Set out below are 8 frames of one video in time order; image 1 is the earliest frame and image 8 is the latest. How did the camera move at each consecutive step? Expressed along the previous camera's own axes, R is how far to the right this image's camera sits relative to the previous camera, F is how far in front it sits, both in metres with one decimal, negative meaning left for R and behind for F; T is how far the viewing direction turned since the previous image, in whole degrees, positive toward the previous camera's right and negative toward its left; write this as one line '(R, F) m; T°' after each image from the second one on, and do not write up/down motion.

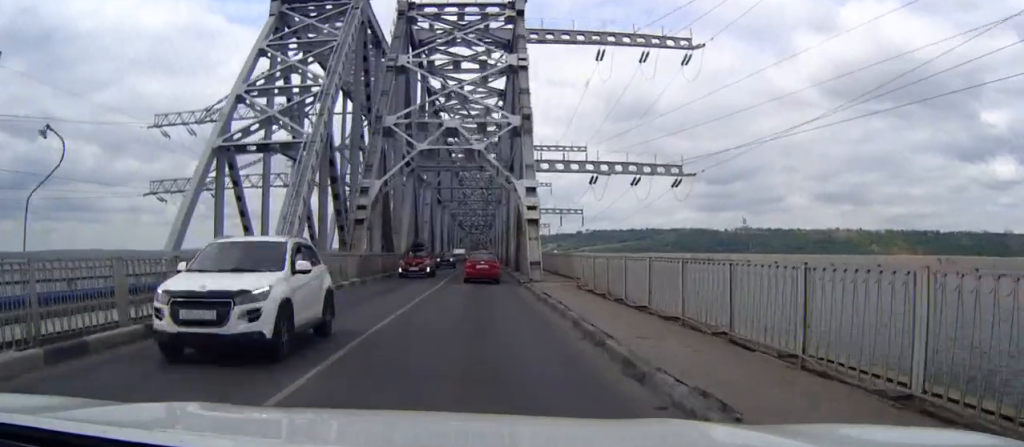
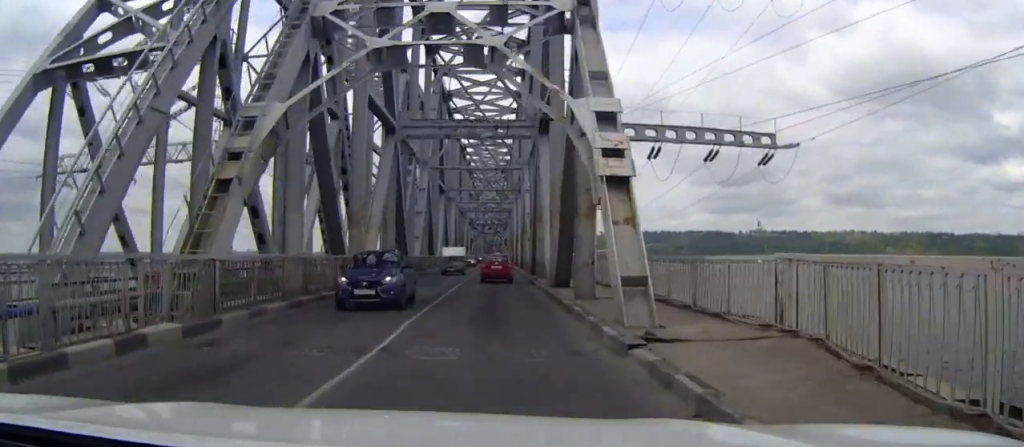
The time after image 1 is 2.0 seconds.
(-0.2, +20.8) m; -1°
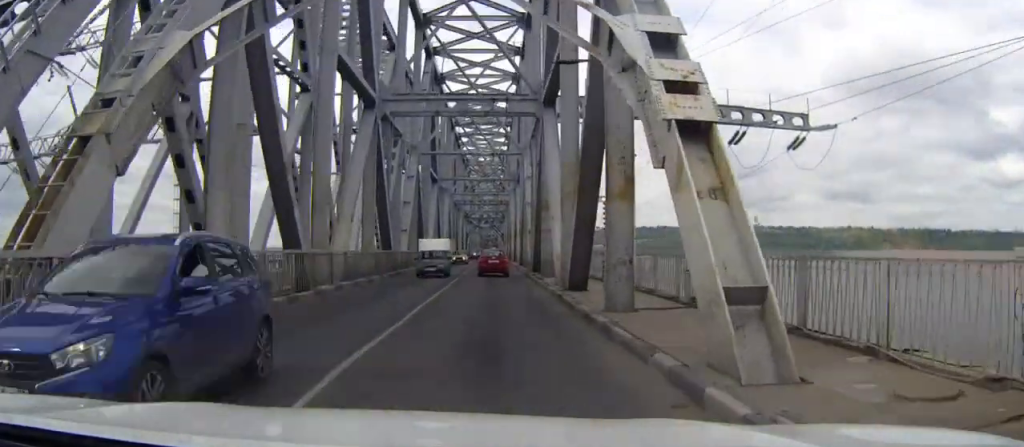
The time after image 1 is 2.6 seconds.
(0.0, +6.2) m; 0°
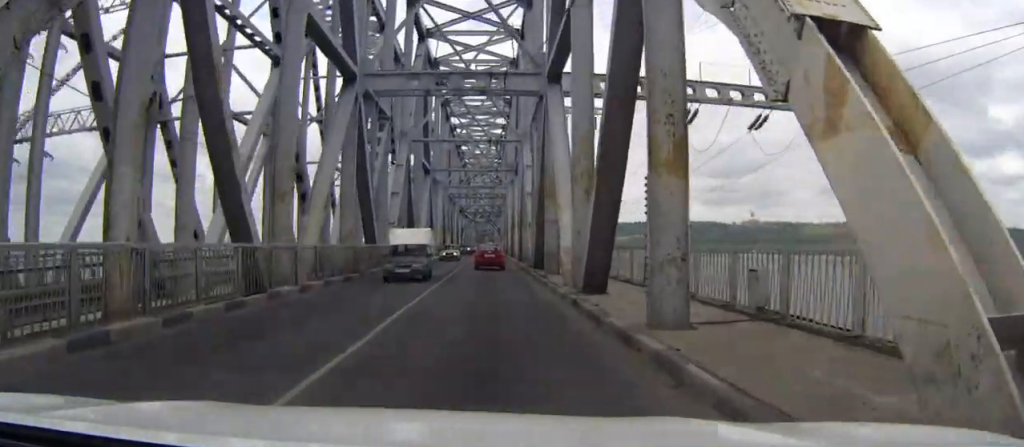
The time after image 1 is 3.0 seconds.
(0.0, +4.5) m; 0°
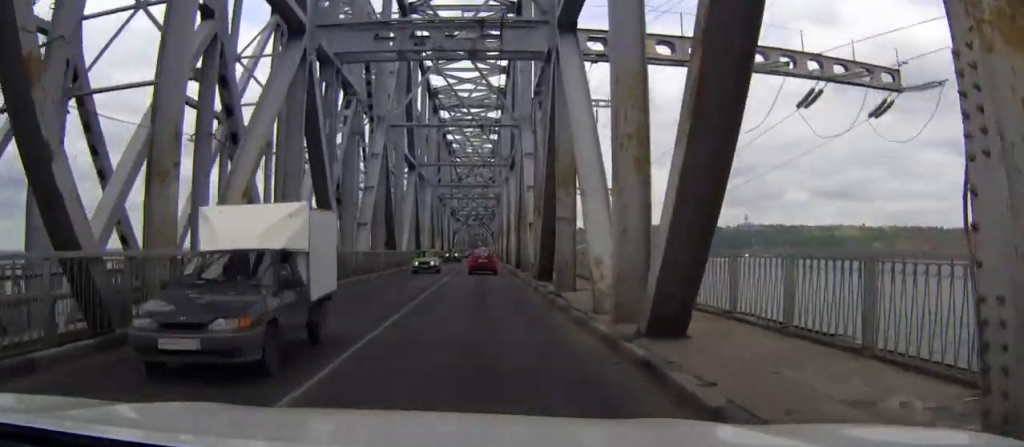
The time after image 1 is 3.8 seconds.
(-0.1, +8.2) m; 0°
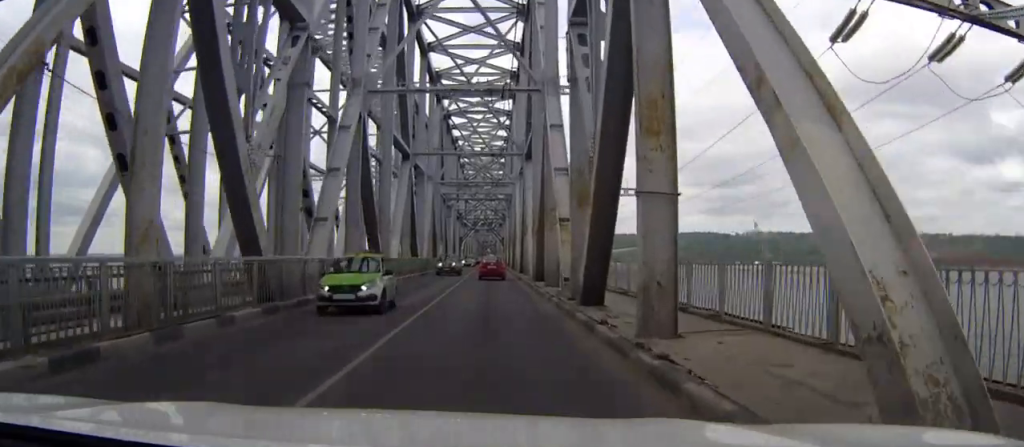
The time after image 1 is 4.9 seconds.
(0.0, +11.0) m; +1°
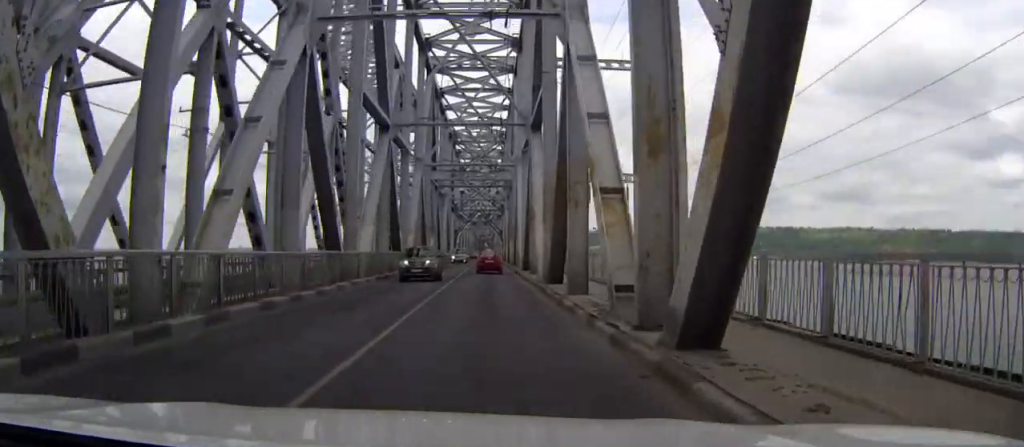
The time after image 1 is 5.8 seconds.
(+0.1, +9.2) m; +1°
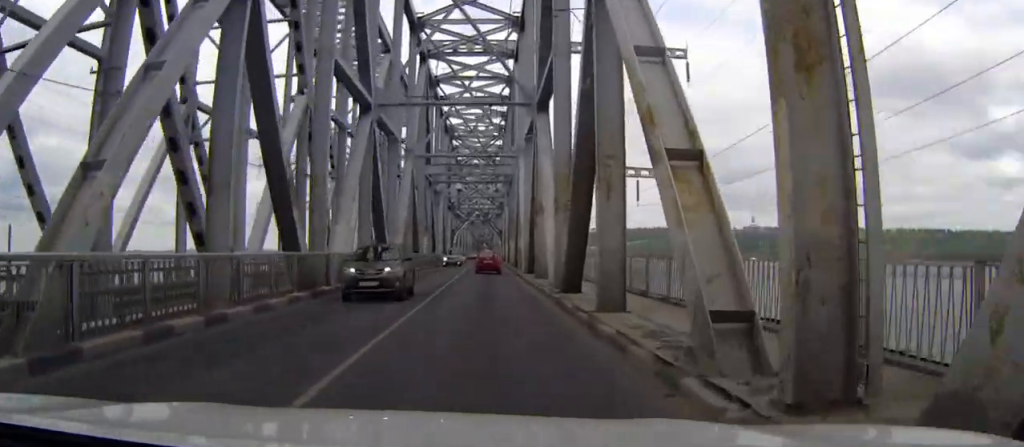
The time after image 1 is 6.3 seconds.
(+0.1, +5.7) m; 0°
